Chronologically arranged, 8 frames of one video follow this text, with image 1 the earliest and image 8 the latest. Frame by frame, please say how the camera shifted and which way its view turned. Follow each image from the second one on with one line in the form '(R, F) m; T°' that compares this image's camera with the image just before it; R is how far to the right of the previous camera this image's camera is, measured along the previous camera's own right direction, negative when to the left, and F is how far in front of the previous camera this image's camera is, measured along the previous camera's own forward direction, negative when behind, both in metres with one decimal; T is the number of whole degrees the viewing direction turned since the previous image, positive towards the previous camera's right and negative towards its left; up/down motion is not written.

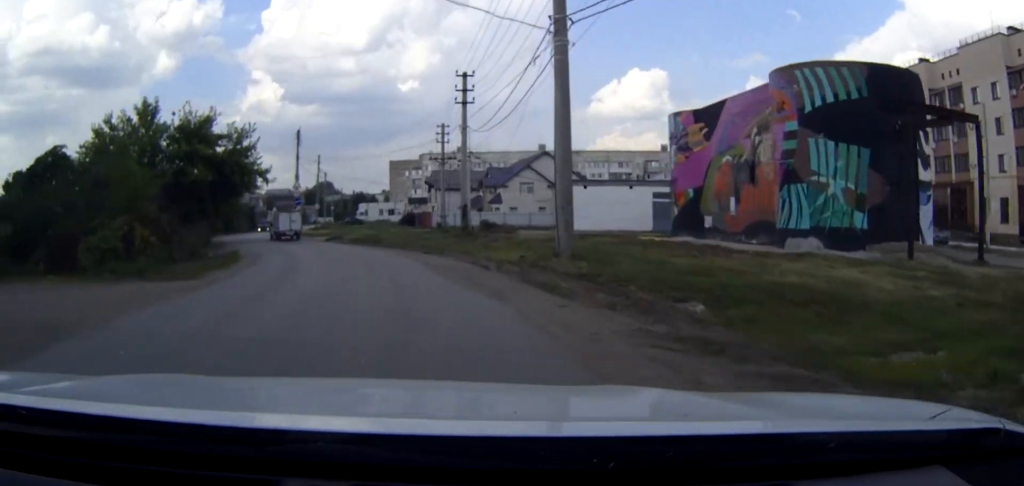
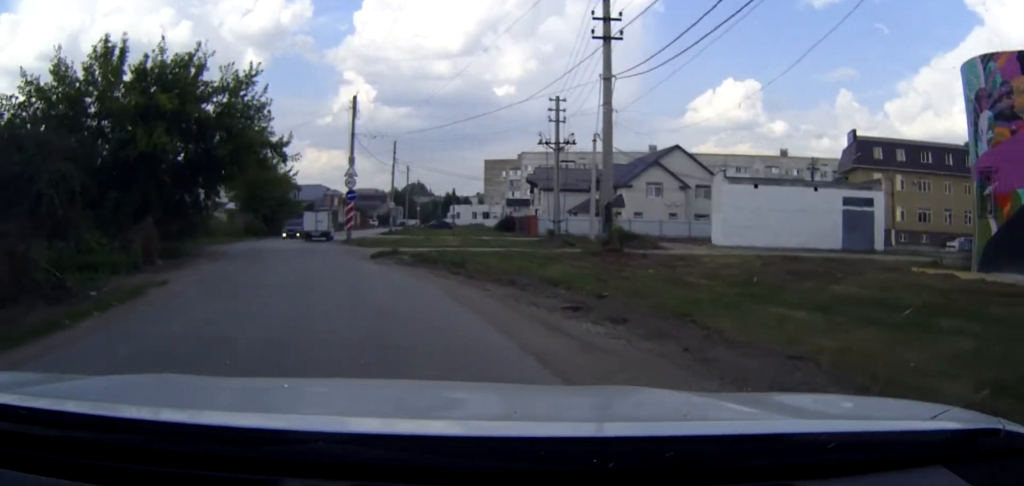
(-1.1, +18.7) m; -7°
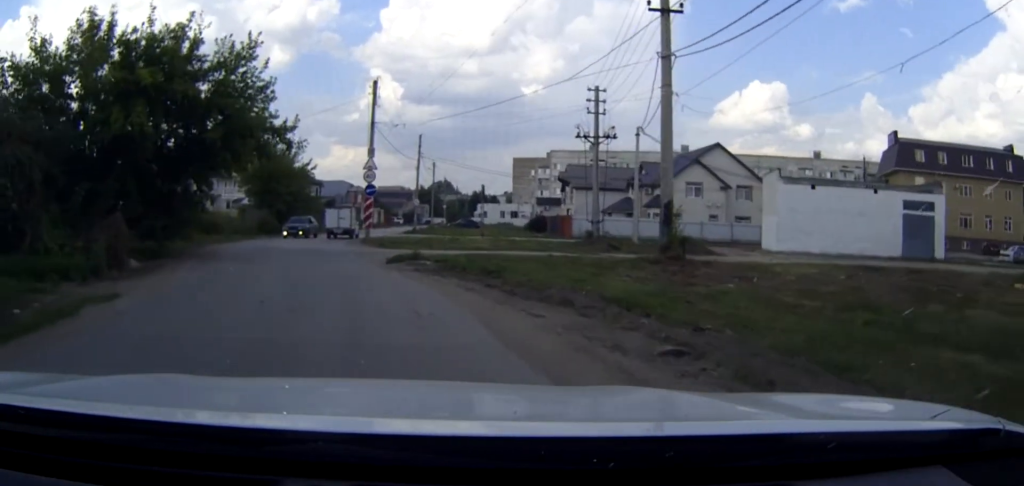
(0.0, +4.4) m; -2°
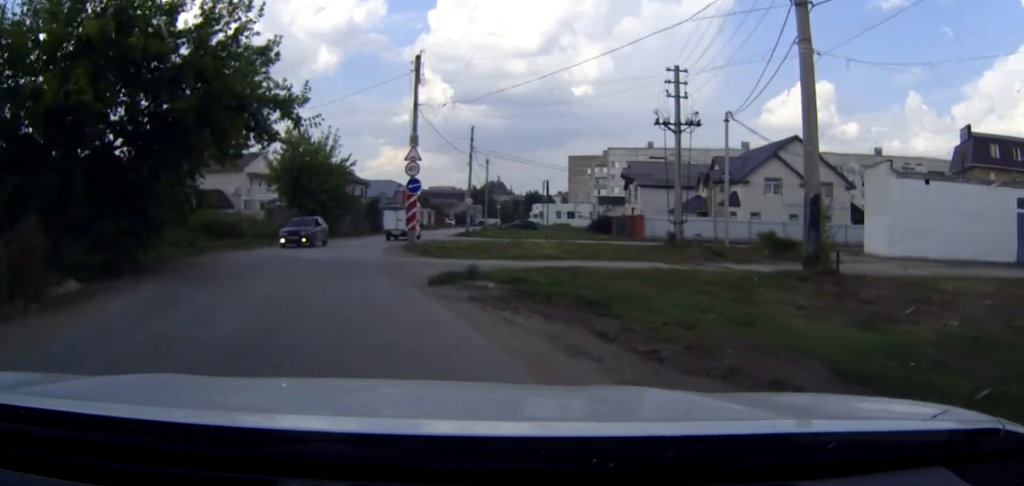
(-0.3, +7.0) m; -4°
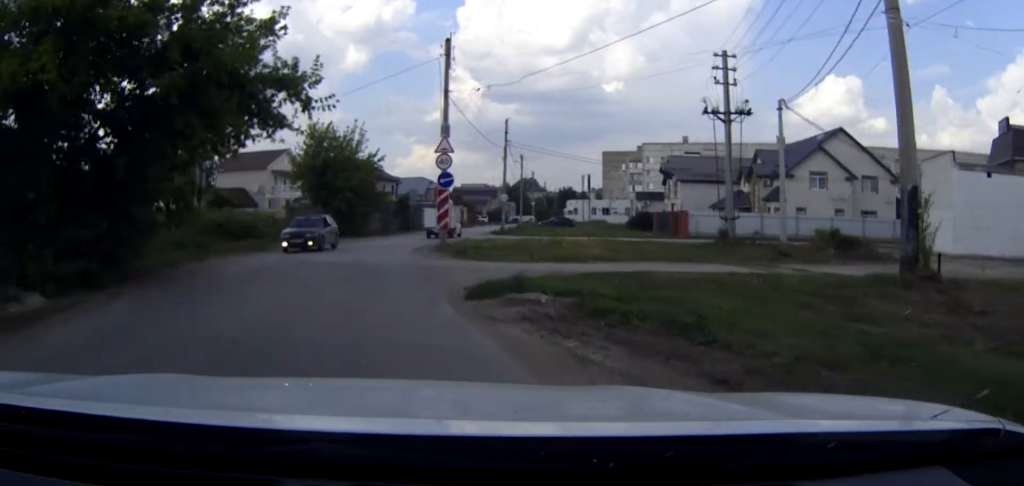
(0.0, +3.0) m; -2°
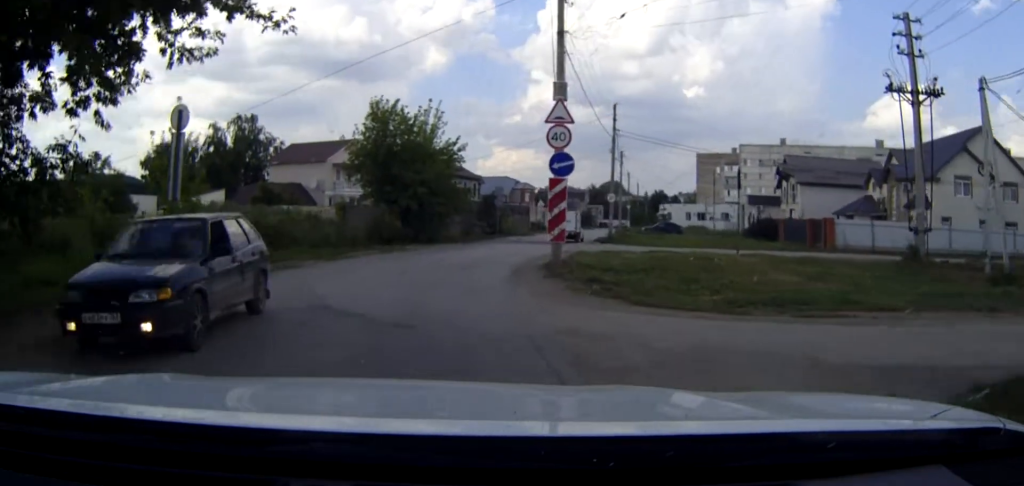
(-0.7, +10.4) m; -6°
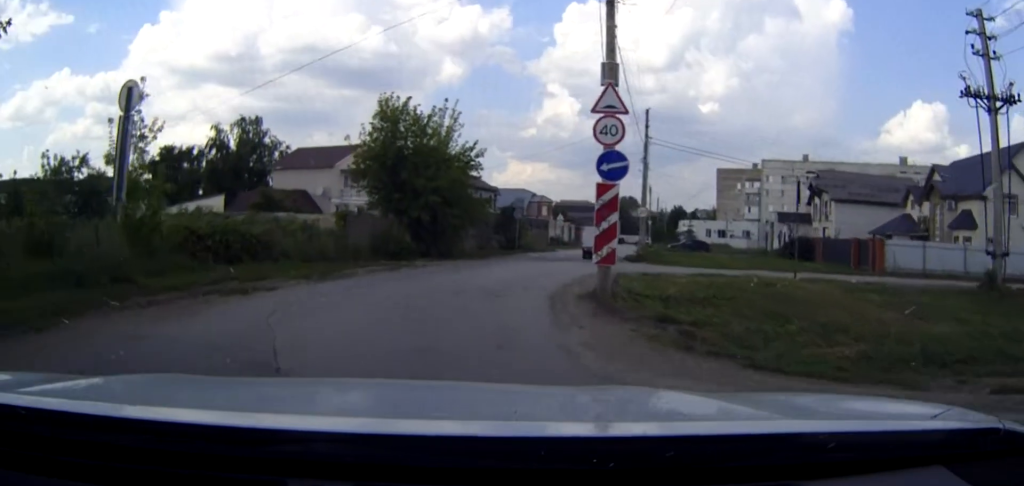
(-0.1, +4.1) m; -1°
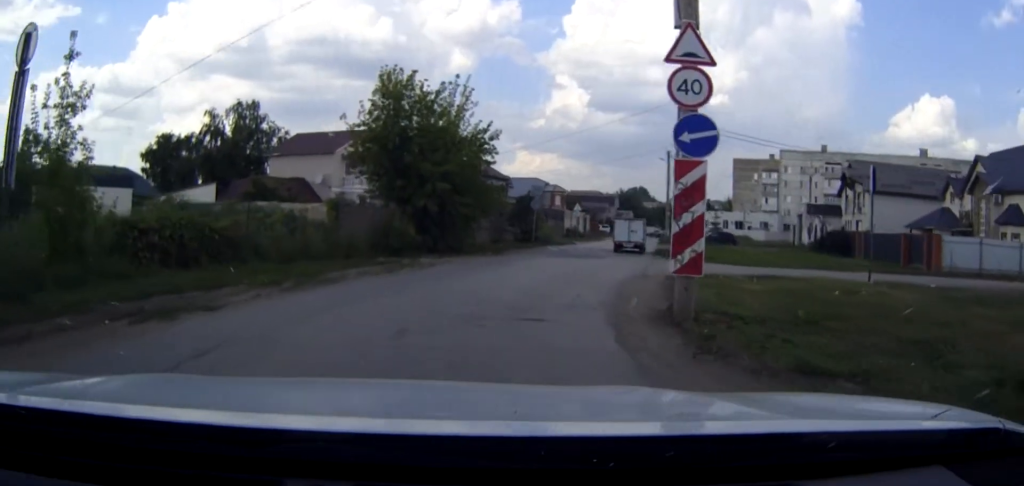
(0.0, +4.6) m; 0°
